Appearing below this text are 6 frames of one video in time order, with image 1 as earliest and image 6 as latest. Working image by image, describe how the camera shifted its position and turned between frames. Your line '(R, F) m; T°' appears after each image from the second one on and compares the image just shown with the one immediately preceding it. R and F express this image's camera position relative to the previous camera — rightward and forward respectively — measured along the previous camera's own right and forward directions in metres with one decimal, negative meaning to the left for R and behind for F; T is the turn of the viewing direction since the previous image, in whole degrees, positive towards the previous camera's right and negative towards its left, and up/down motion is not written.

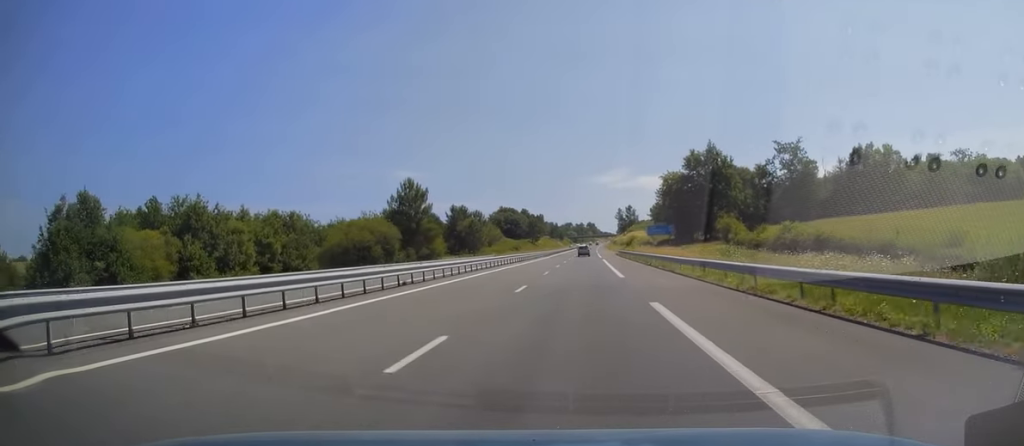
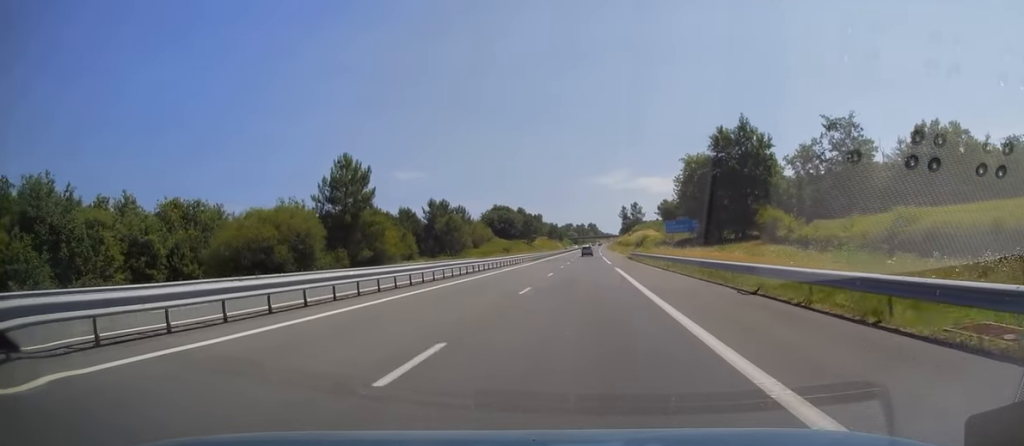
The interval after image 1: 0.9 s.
(-0.1, +26.9) m; 0°
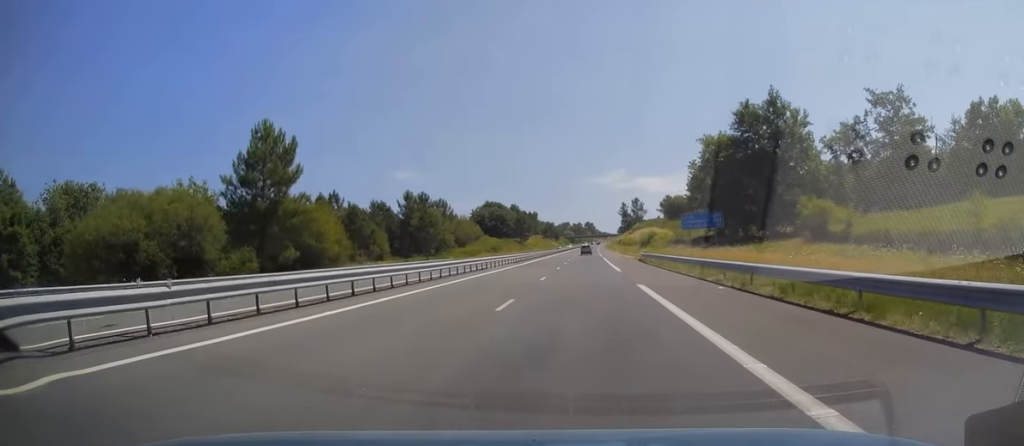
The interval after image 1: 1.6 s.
(0.0, +18.7) m; 0°
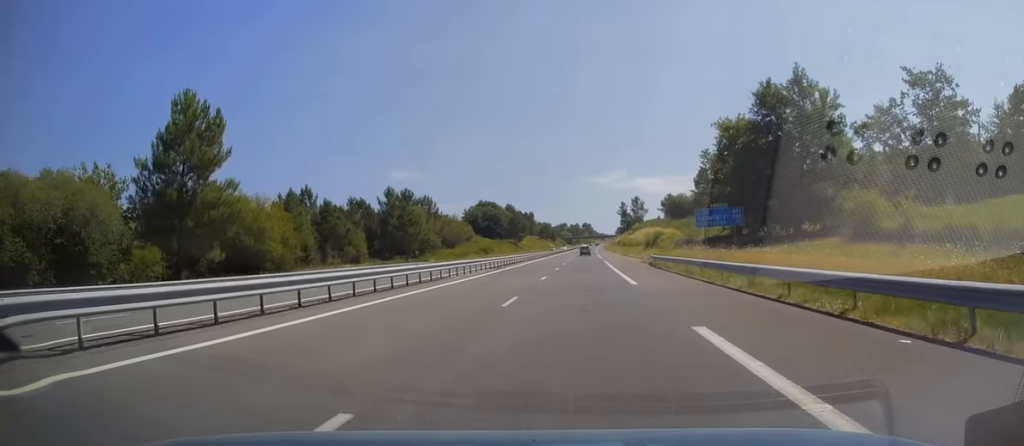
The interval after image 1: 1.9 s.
(0.0, +11.8) m; 0°
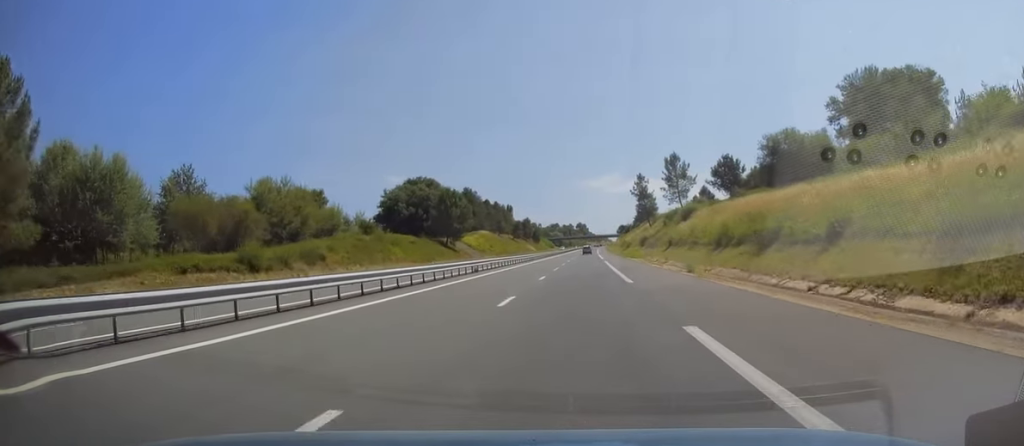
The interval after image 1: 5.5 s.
(+0.8, +104.4) m; +1°
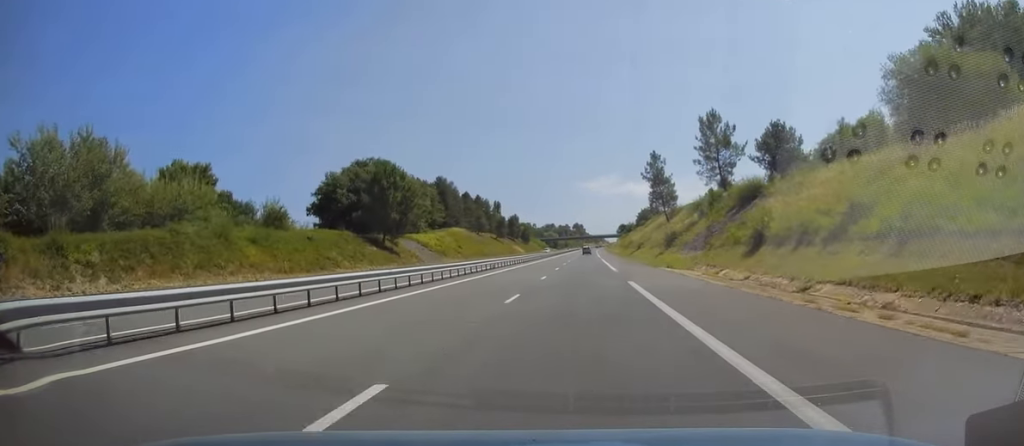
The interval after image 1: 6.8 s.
(+0.2, +38.0) m; +1°
